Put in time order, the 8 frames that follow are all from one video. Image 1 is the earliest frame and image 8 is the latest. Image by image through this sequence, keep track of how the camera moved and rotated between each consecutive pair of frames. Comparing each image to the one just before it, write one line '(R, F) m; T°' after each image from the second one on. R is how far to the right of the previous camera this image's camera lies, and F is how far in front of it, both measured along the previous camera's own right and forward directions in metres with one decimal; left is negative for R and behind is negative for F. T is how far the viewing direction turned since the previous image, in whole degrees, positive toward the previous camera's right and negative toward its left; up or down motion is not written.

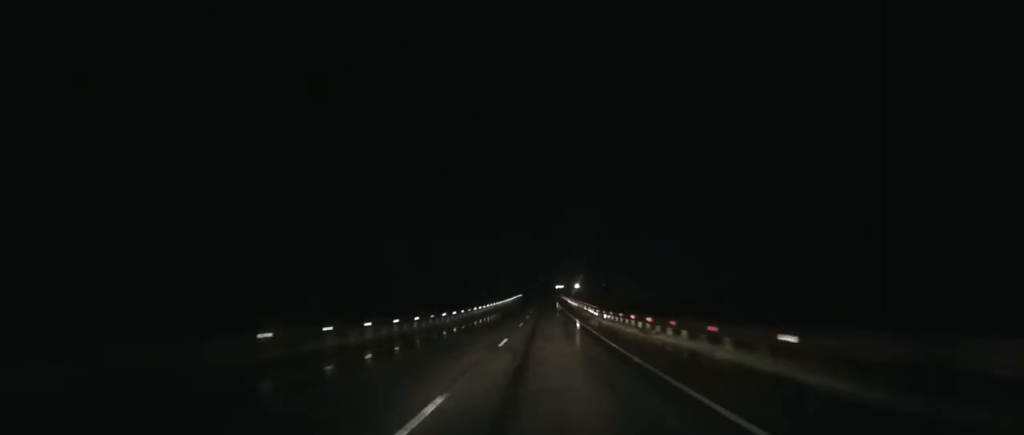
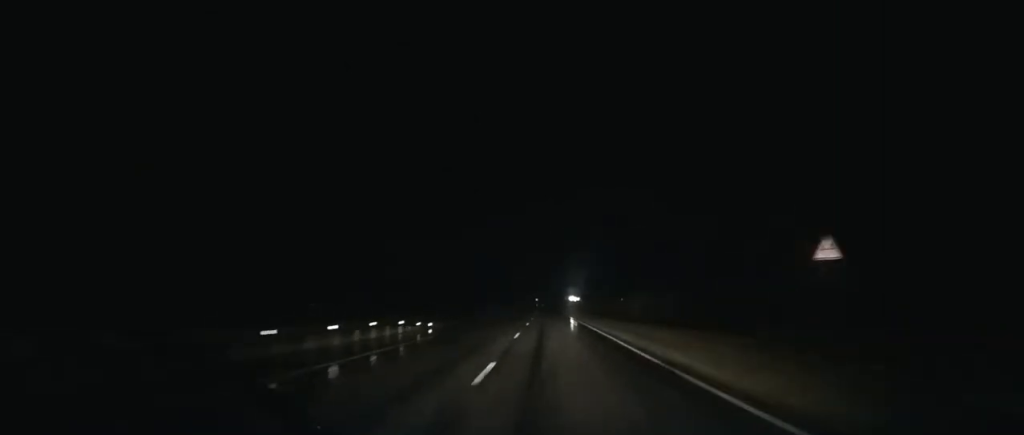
(-0.4, +137.1) m; 0°
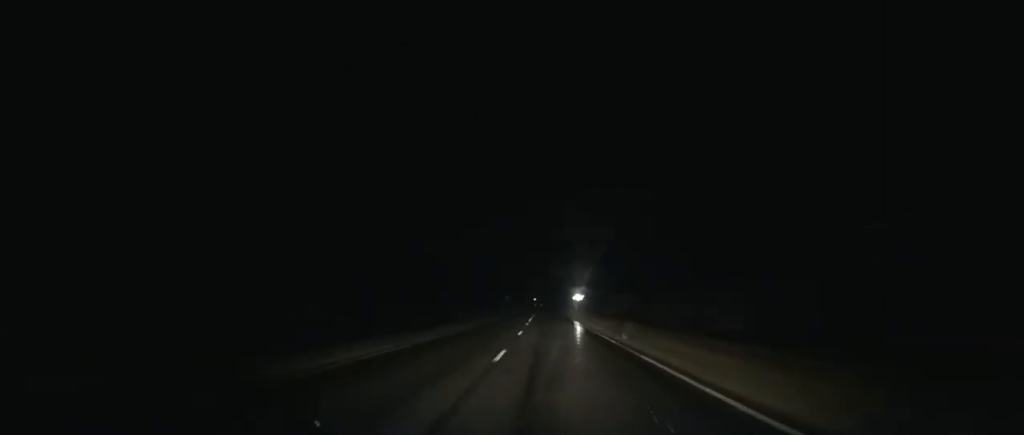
(0.0, +33.1) m; 0°
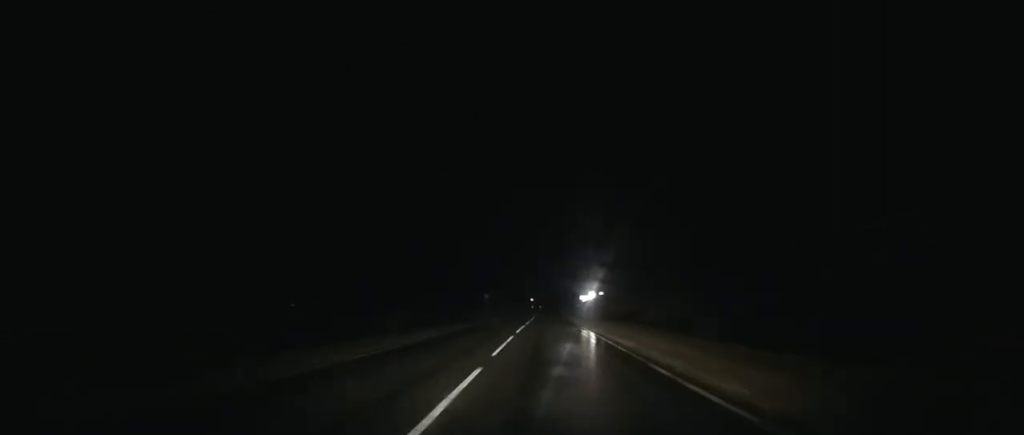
(+0.1, +40.4) m; 0°
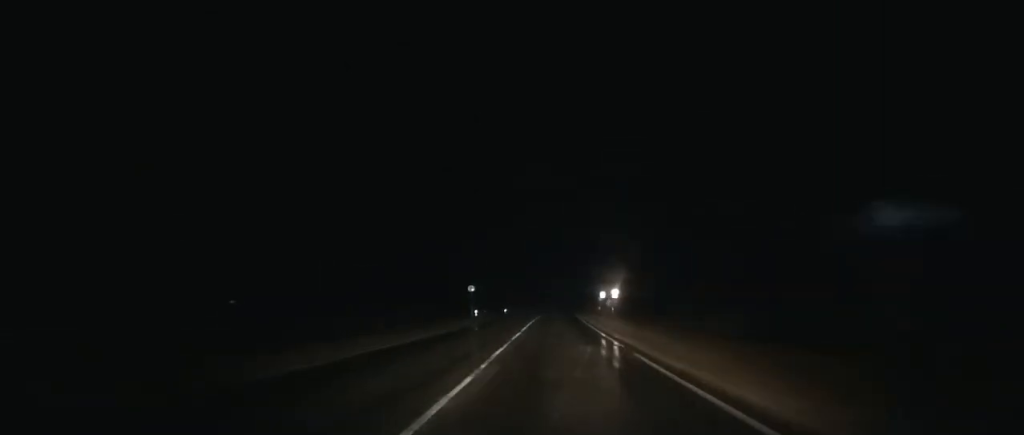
(+0.7, +133.0) m; +1°
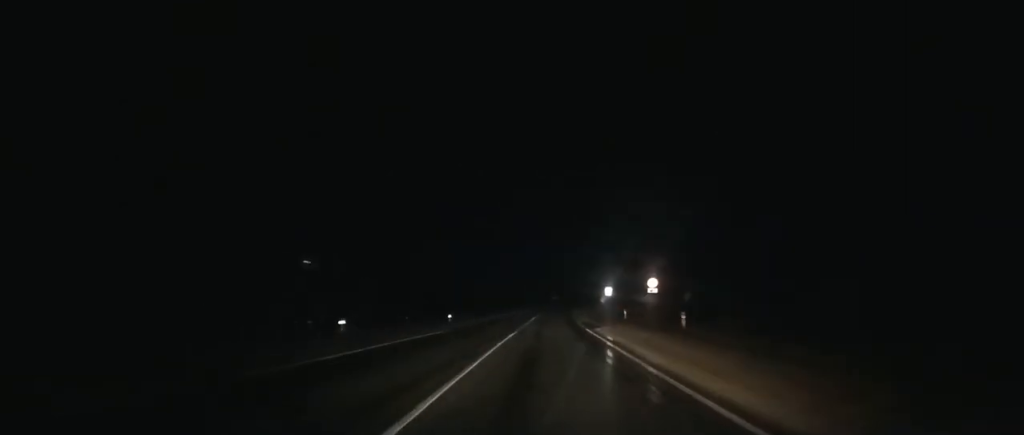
(0.0, +39.2) m; +1°
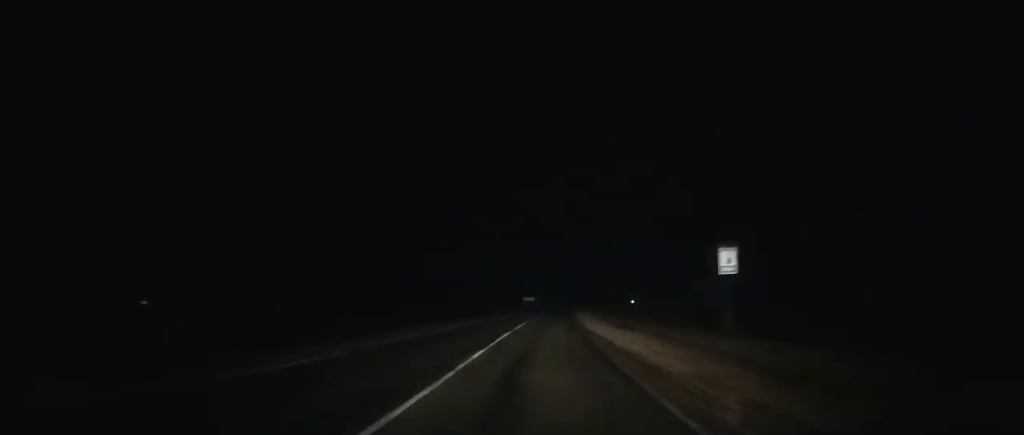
(+1.6, +67.7) m; +3°
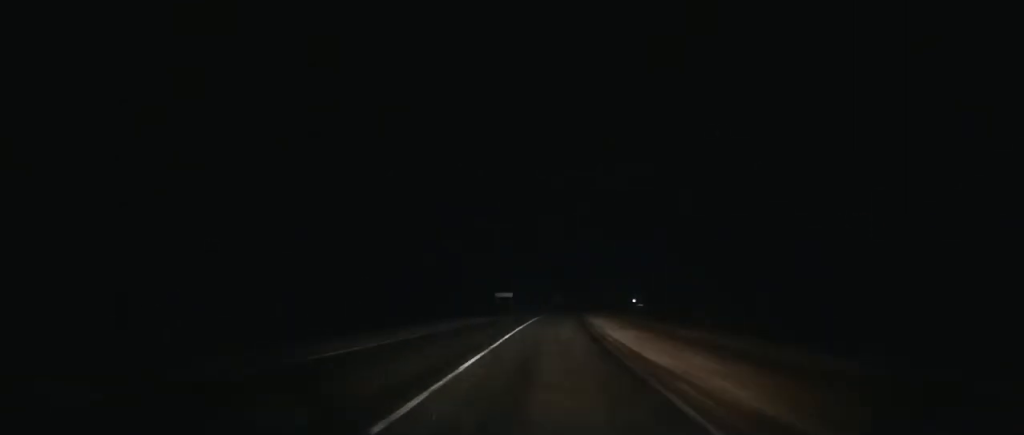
(+0.5, +45.1) m; +2°
